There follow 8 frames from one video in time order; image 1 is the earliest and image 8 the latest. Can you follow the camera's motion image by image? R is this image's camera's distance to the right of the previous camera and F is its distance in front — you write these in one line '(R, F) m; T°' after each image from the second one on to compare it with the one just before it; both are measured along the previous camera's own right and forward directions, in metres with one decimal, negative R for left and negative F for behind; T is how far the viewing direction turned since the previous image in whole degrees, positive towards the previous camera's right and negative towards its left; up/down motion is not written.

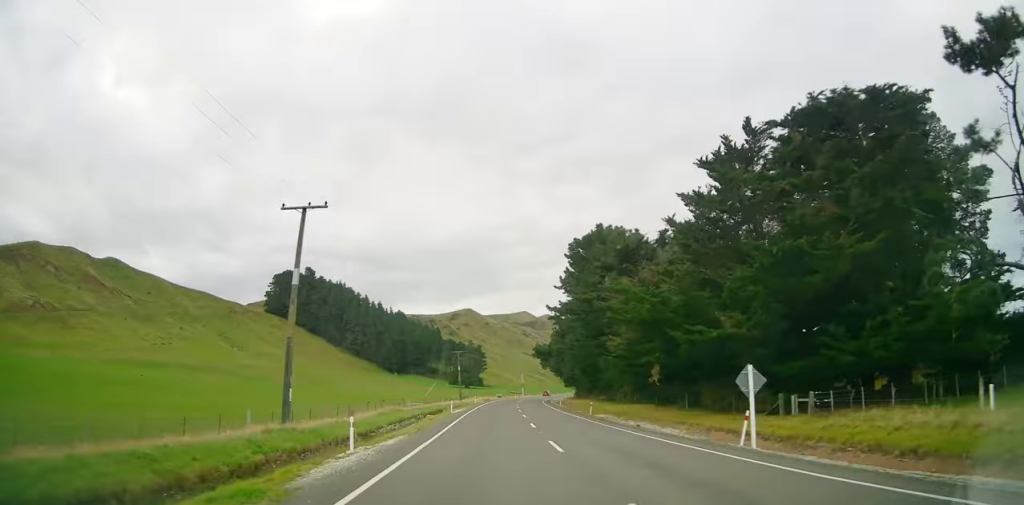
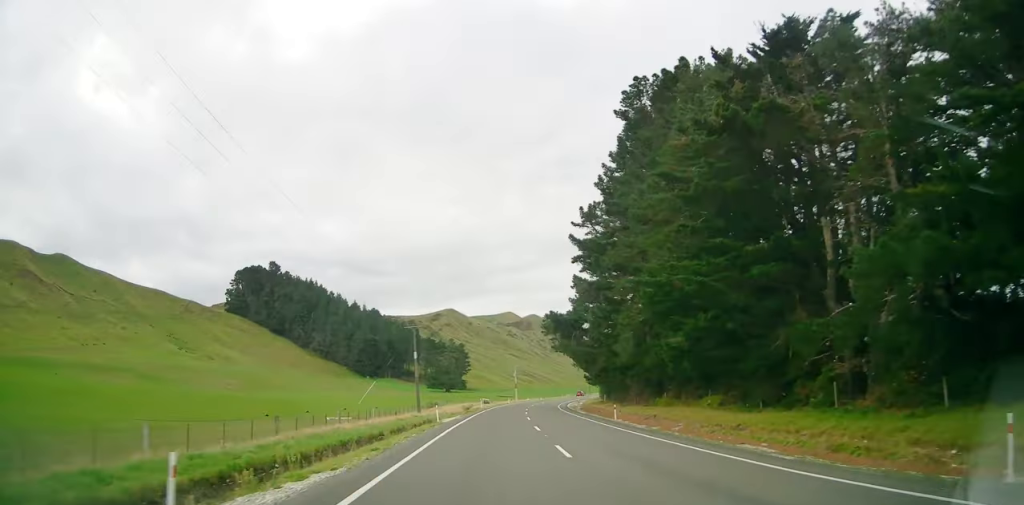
(+0.2, +40.0) m; +3°
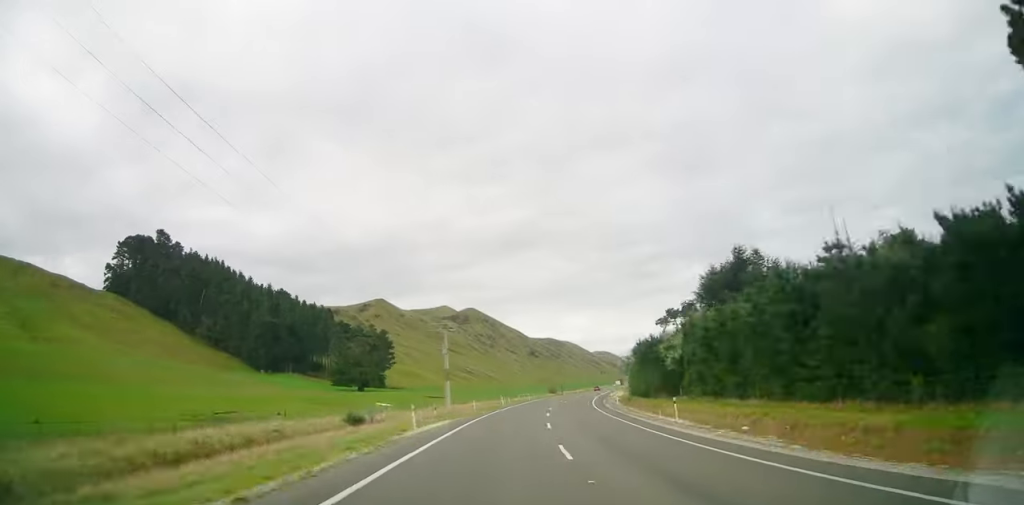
(+1.9, +68.9) m; +8°
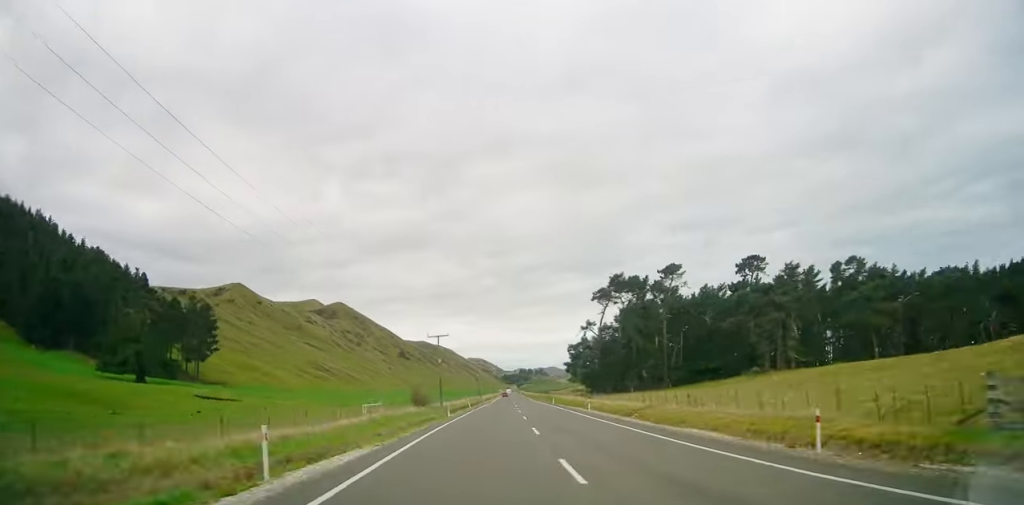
(+7.9, +71.1) m; +6°
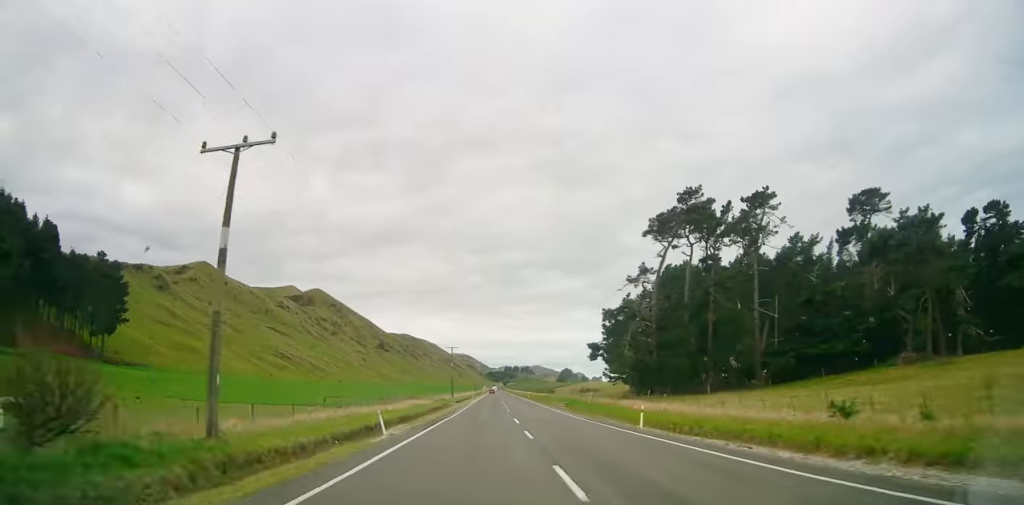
(+1.6, +51.4) m; +2°
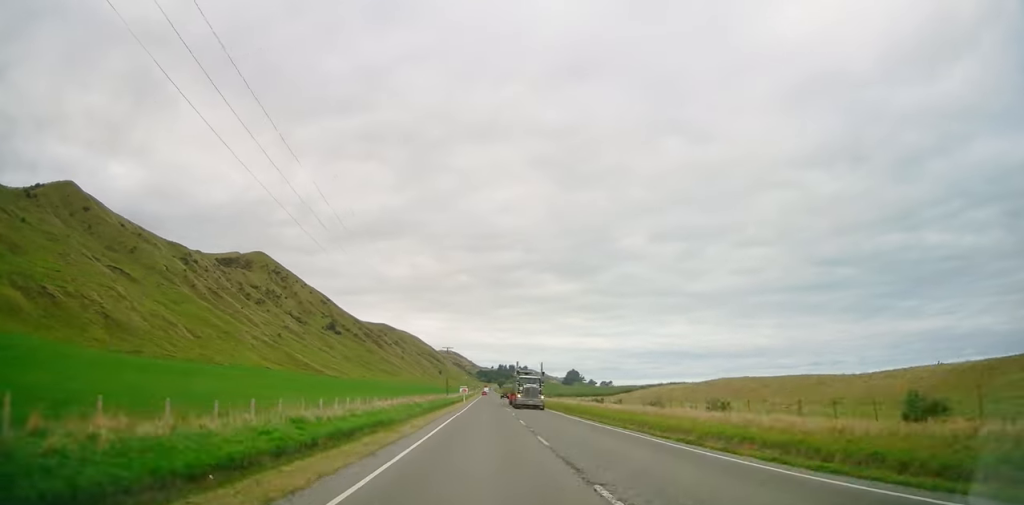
(+0.8, +202.5) m; +1°
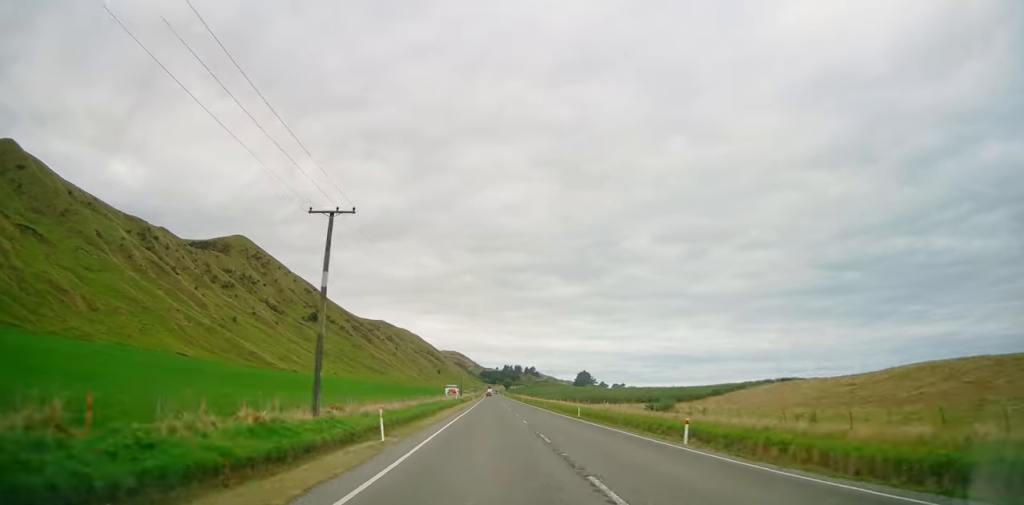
(+0.9, +68.2) m; 0°
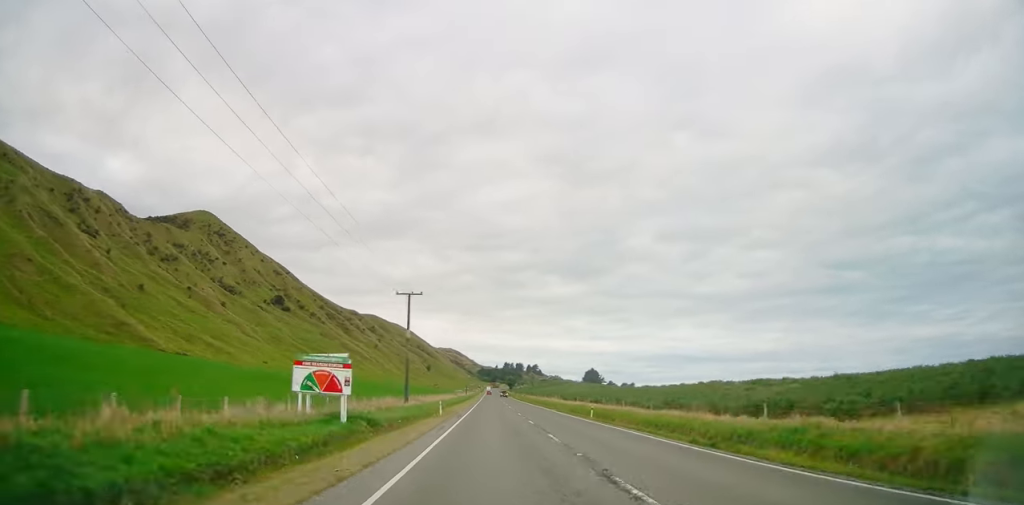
(-0.4, +80.7) m; 0°
